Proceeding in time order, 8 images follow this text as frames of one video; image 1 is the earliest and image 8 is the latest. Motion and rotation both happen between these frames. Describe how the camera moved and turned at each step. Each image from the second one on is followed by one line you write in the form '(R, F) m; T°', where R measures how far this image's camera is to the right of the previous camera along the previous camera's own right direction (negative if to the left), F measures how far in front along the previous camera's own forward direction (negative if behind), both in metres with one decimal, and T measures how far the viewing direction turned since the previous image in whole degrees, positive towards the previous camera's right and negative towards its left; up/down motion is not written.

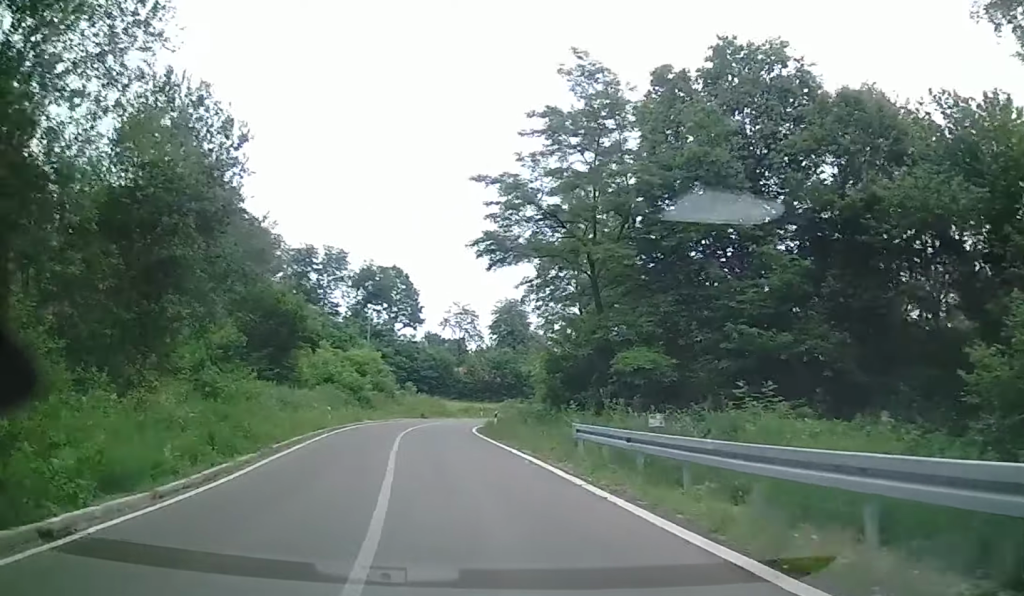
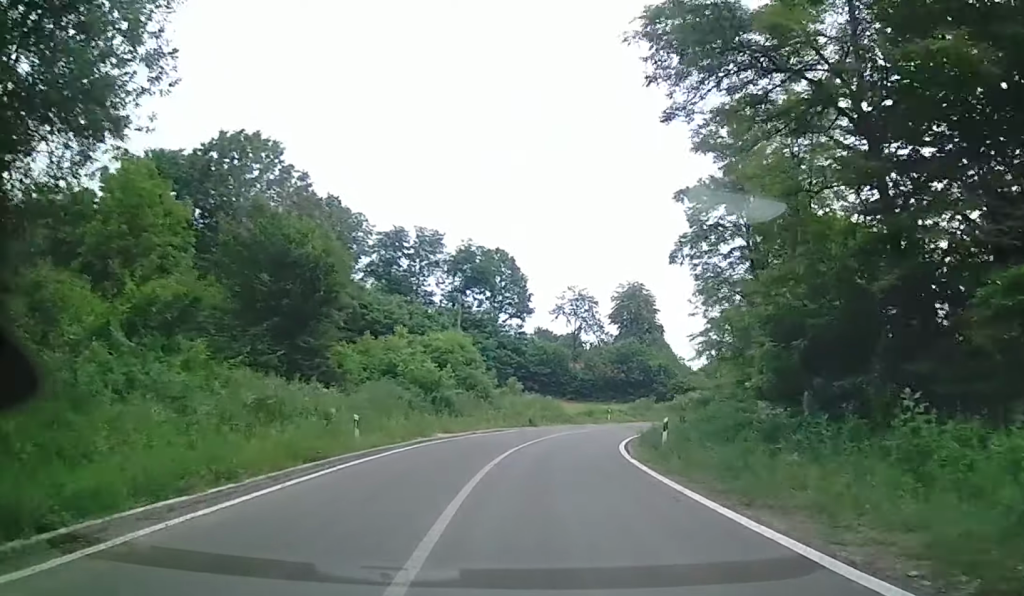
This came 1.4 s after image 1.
(-1.2, +15.7) m; +2°
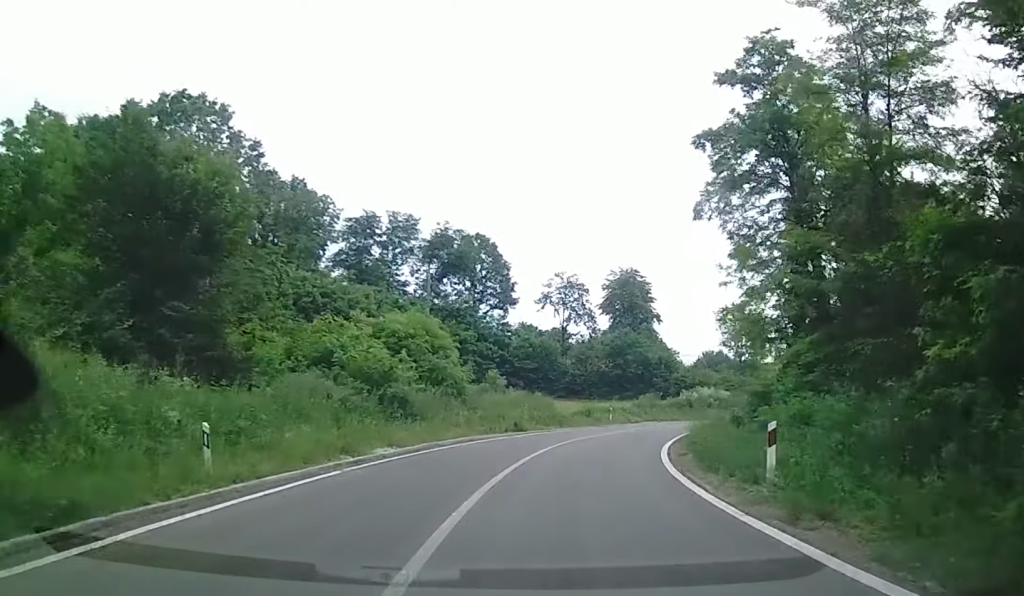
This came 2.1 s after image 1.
(+0.8, +8.7) m; +5°
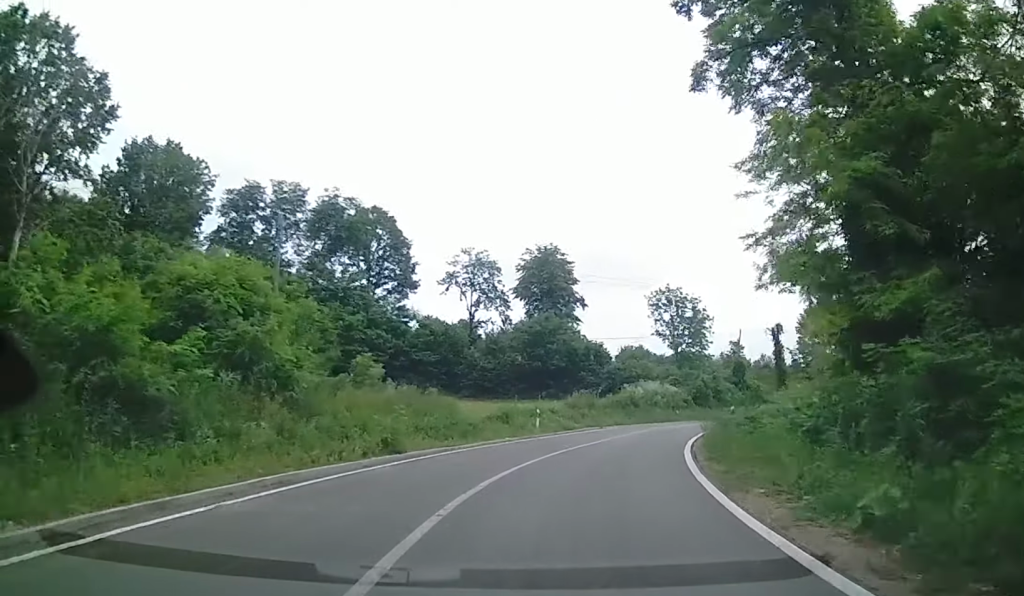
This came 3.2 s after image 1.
(+0.6, +13.0) m; +5°
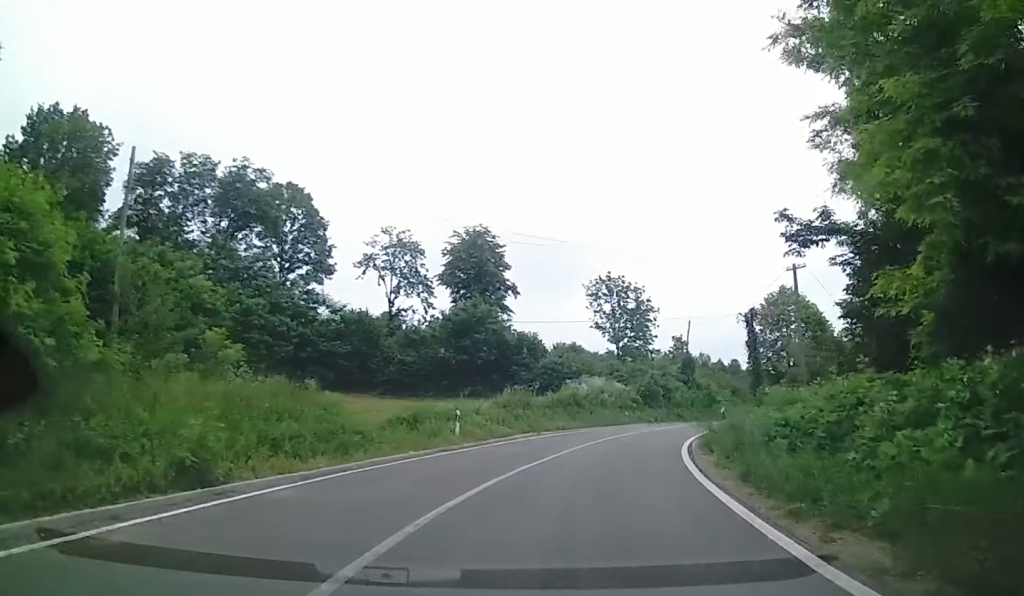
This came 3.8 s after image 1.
(+0.2, +8.1) m; +4°
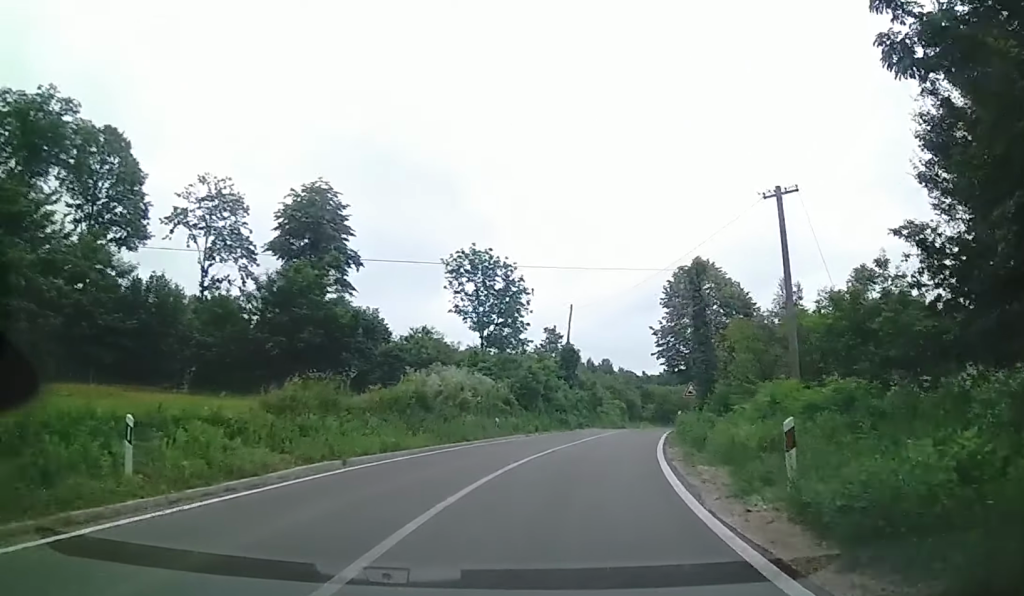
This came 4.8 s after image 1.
(+0.9, +14.3) m; +9°
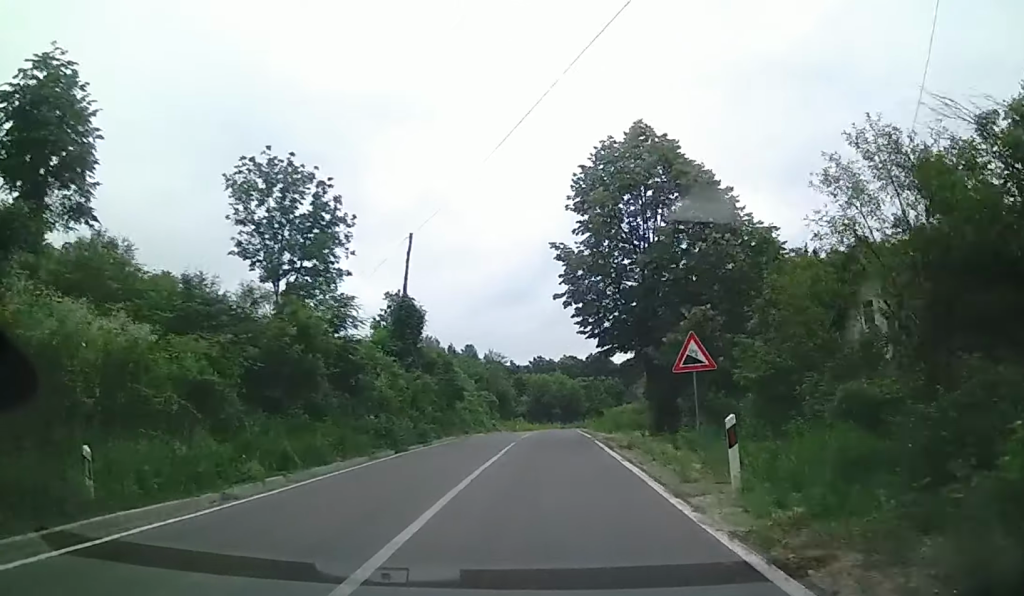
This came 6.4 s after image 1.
(+2.5, +23.0) m; +7°
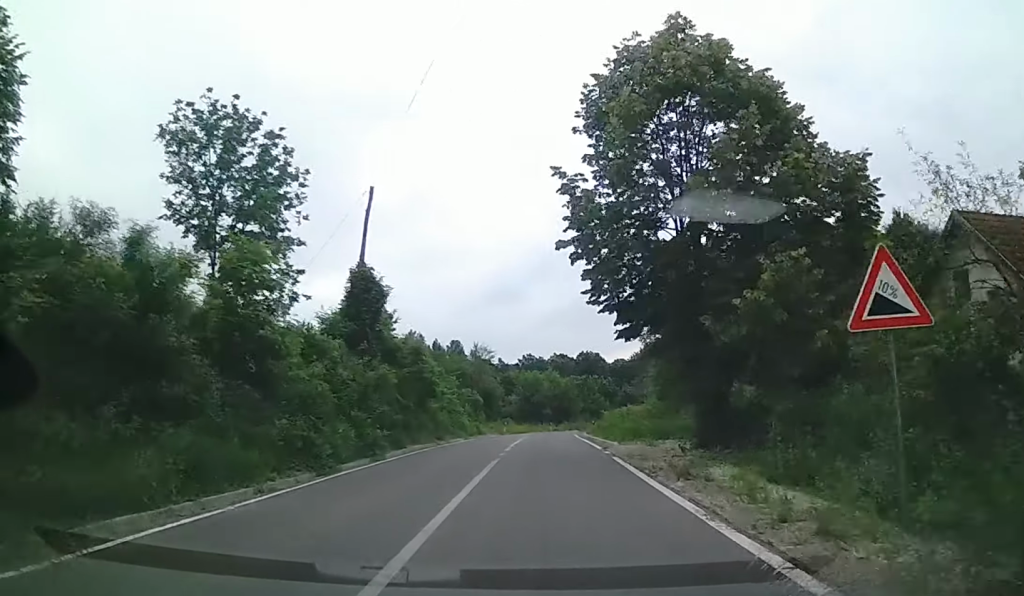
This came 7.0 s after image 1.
(-0.1, +7.6) m; +3°
